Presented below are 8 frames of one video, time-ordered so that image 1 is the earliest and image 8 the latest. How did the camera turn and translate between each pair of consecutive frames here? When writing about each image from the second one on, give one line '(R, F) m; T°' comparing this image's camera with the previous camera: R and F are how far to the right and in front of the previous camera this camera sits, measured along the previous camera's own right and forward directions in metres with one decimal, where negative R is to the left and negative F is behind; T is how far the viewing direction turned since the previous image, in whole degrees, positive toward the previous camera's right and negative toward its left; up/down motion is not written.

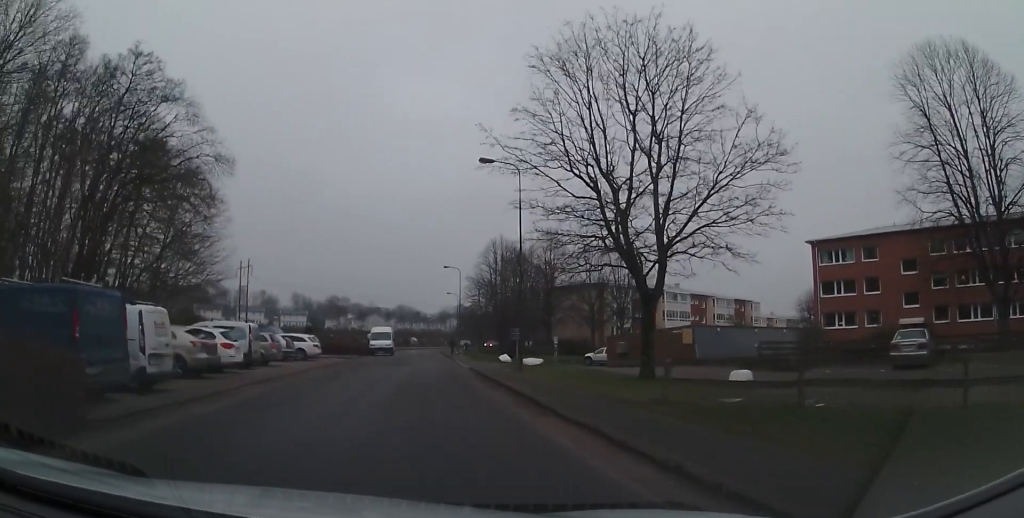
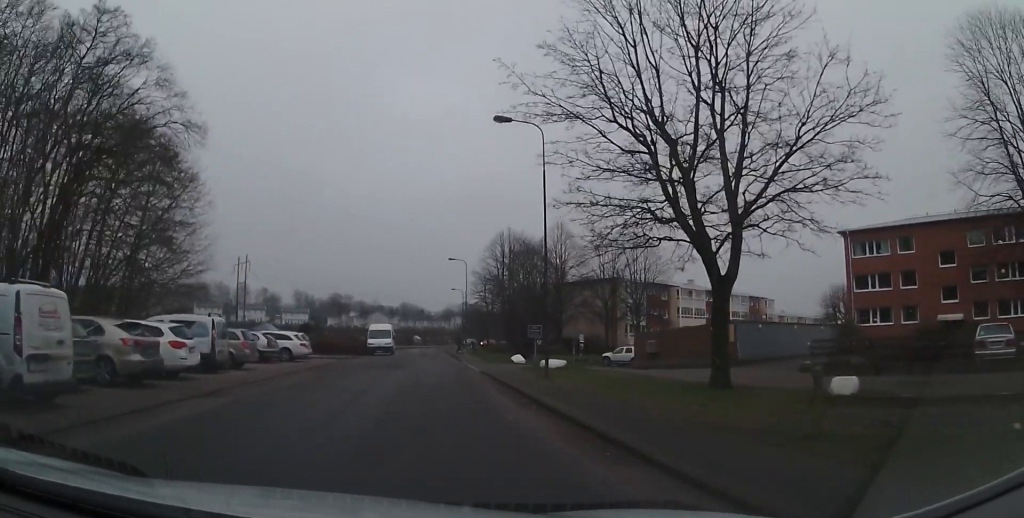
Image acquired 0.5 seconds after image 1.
(0.0, +4.2) m; +2°
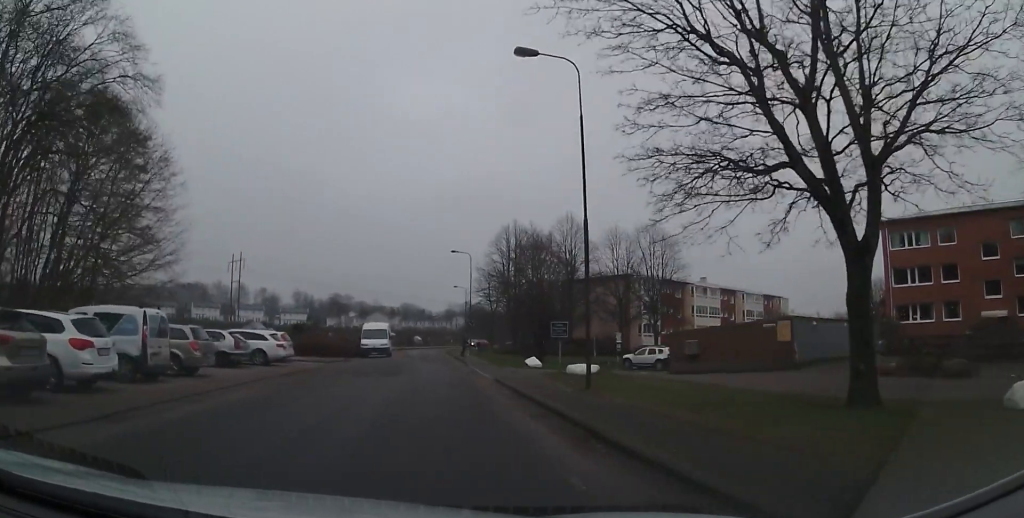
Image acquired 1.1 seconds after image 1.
(+0.3, +4.7) m; +2°
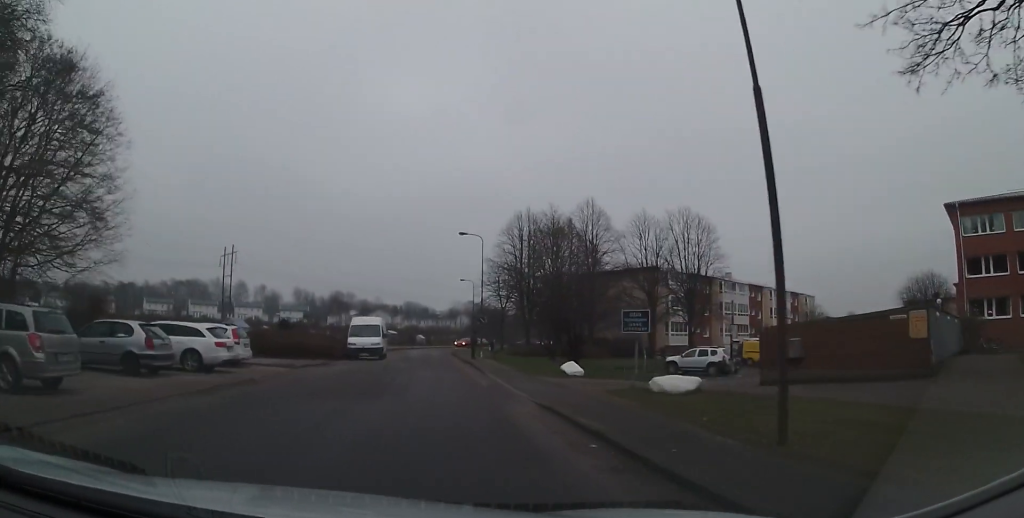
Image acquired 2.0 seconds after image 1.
(+0.1, +7.5) m; -8°
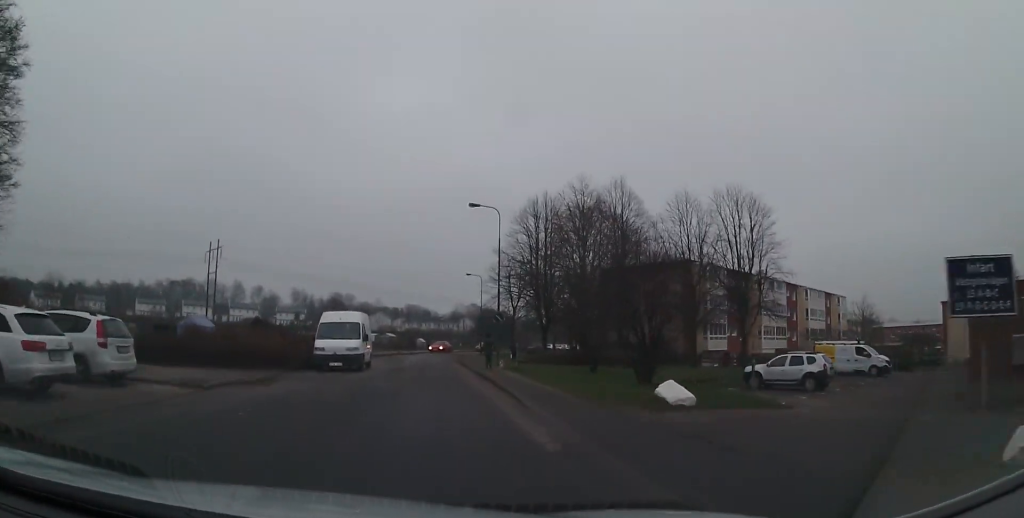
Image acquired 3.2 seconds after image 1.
(-1.6, +9.1) m; -14°
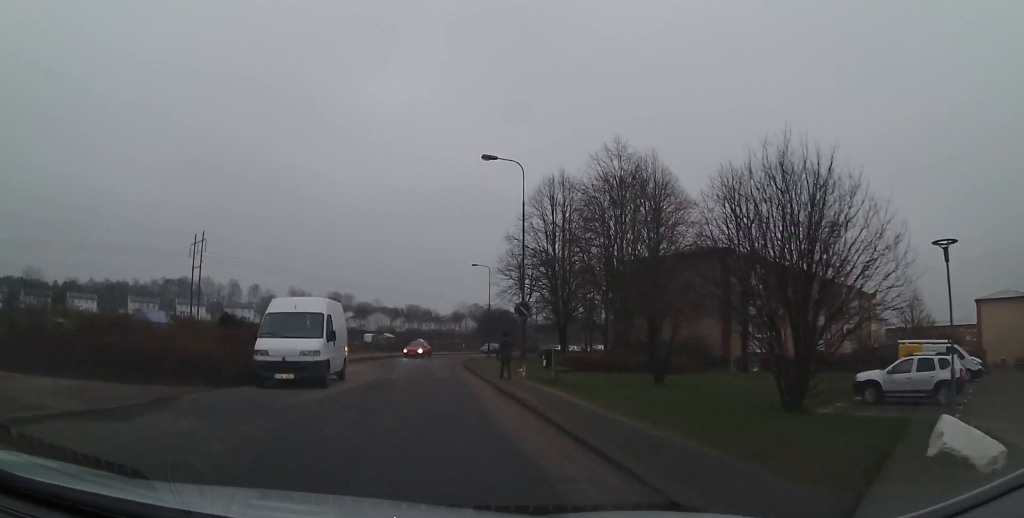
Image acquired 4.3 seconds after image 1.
(-0.1, +8.3) m; +4°
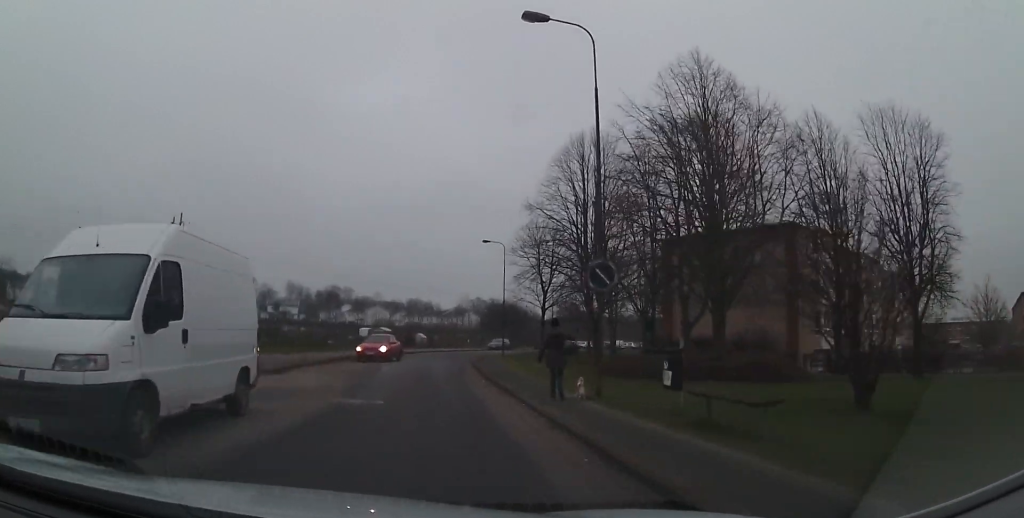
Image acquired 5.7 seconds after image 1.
(+1.2, +10.9) m; +12°
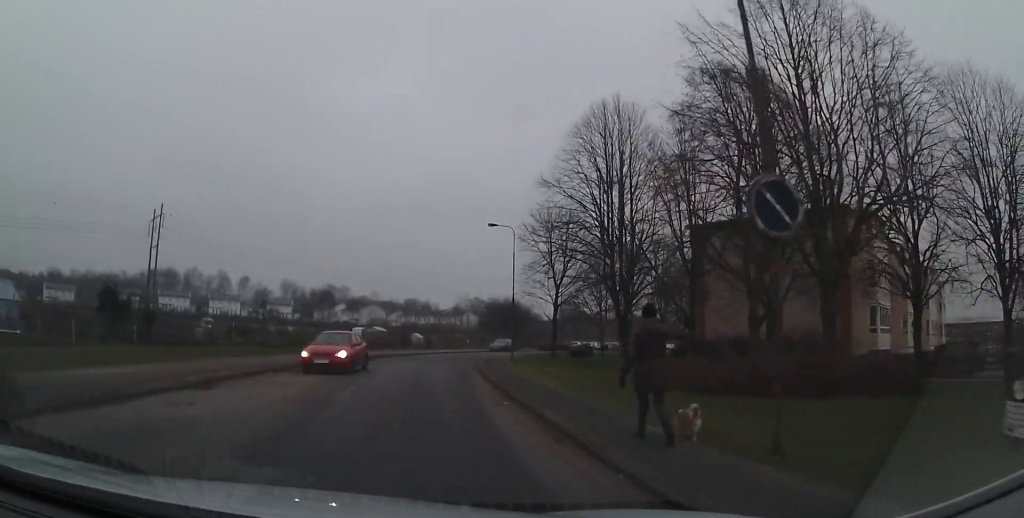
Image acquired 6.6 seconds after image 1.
(+0.5, +7.3) m; +9°
